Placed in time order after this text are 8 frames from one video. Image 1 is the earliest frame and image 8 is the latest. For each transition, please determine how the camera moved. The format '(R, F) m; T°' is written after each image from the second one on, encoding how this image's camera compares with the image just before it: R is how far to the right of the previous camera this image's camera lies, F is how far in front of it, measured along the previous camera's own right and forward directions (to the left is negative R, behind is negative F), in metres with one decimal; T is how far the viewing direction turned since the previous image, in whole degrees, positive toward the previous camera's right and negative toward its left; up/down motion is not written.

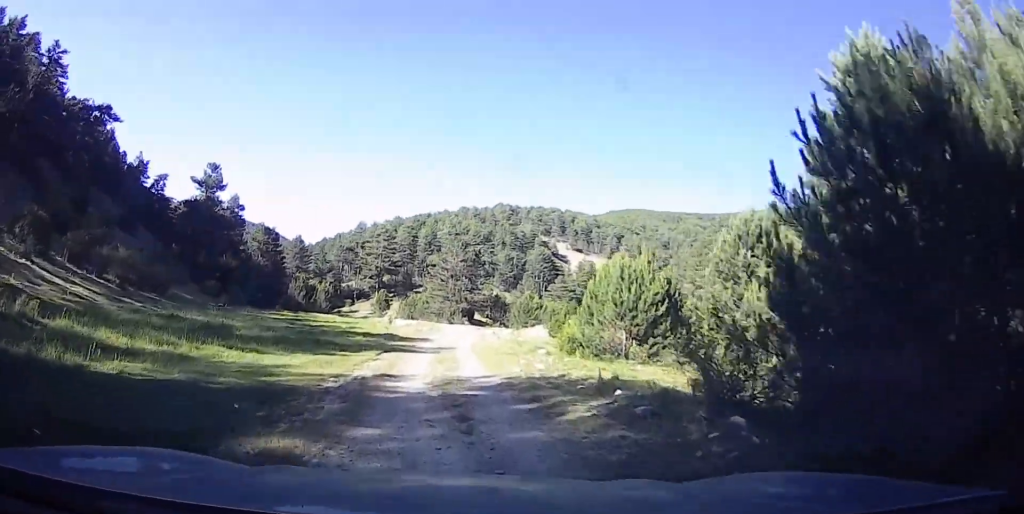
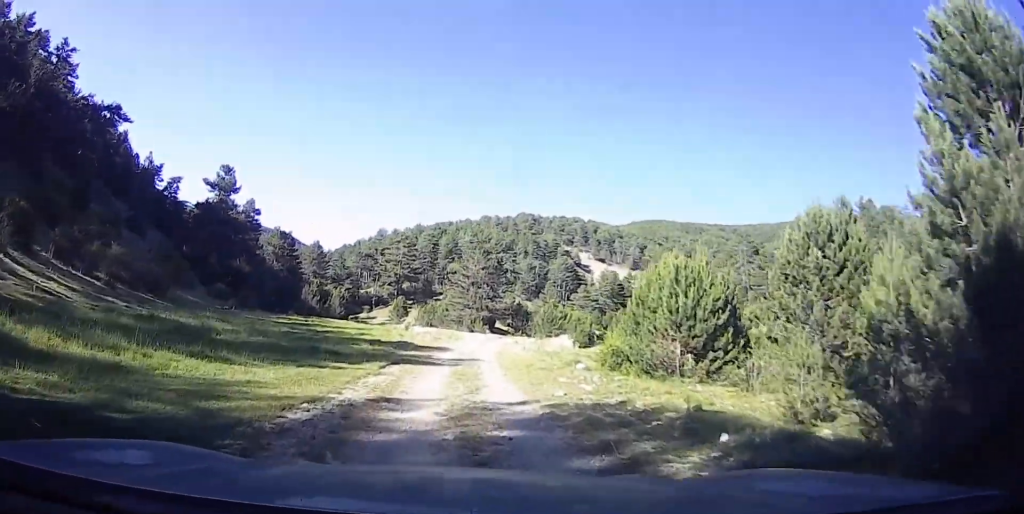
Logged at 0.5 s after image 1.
(0.0, +3.3) m; 0°
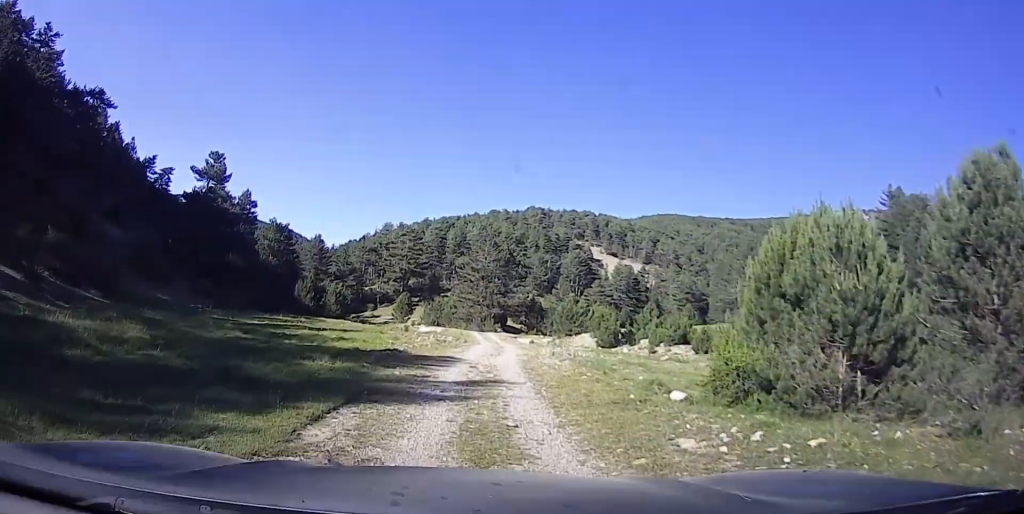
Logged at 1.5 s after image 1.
(0.0, +7.6) m; 0°
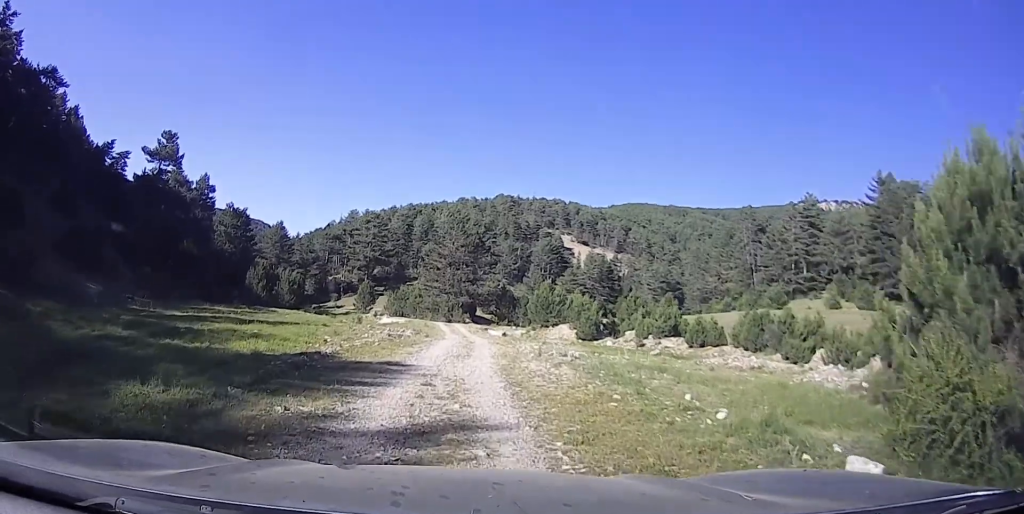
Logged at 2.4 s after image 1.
(0.0, +6.1) m; 0°
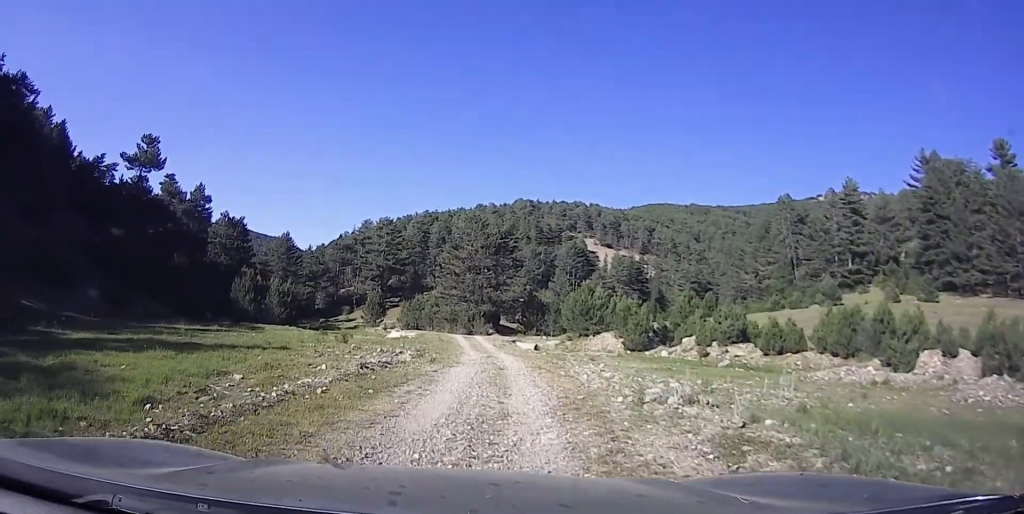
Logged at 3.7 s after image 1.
(0.0, +9.3) m; 0°
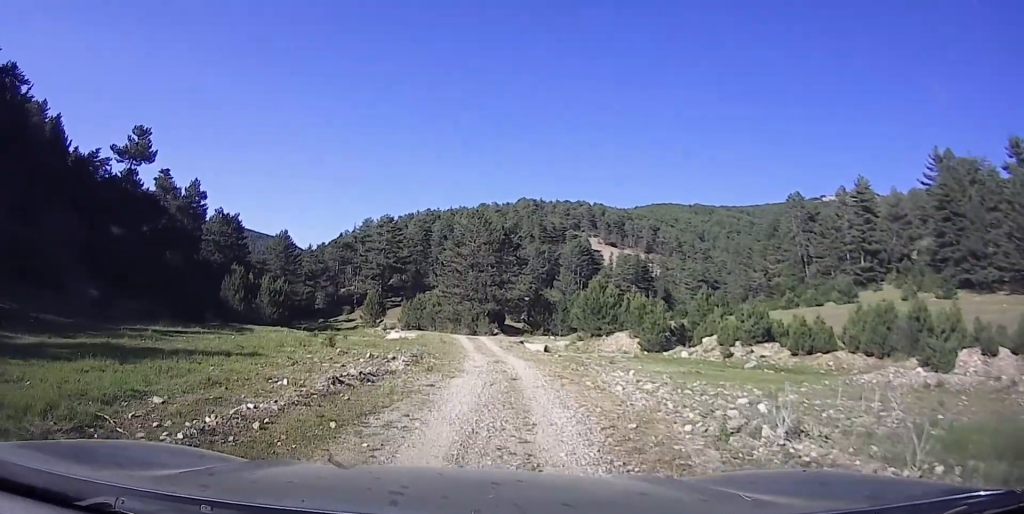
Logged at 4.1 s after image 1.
(0.0, +3.2) m; 0°
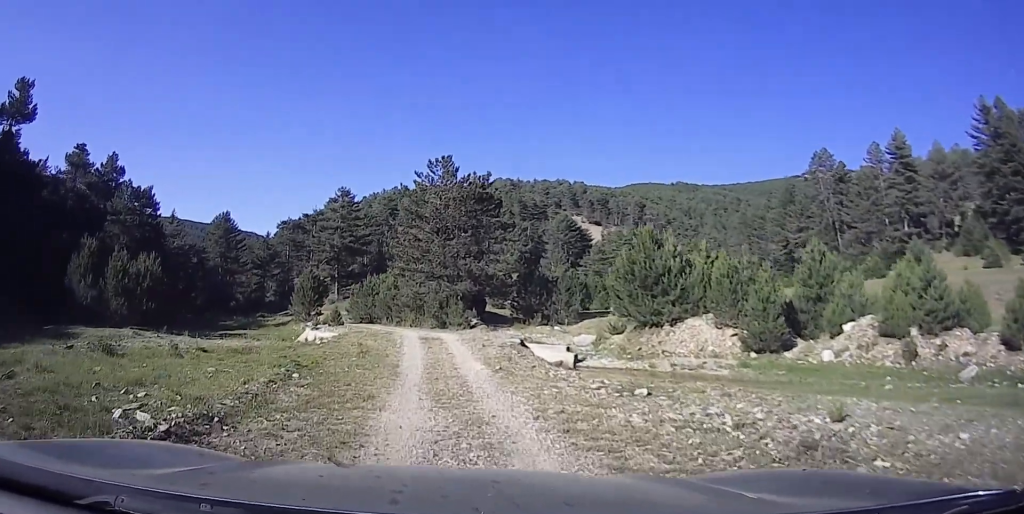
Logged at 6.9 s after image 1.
(0.0, +20.2) m; 0°
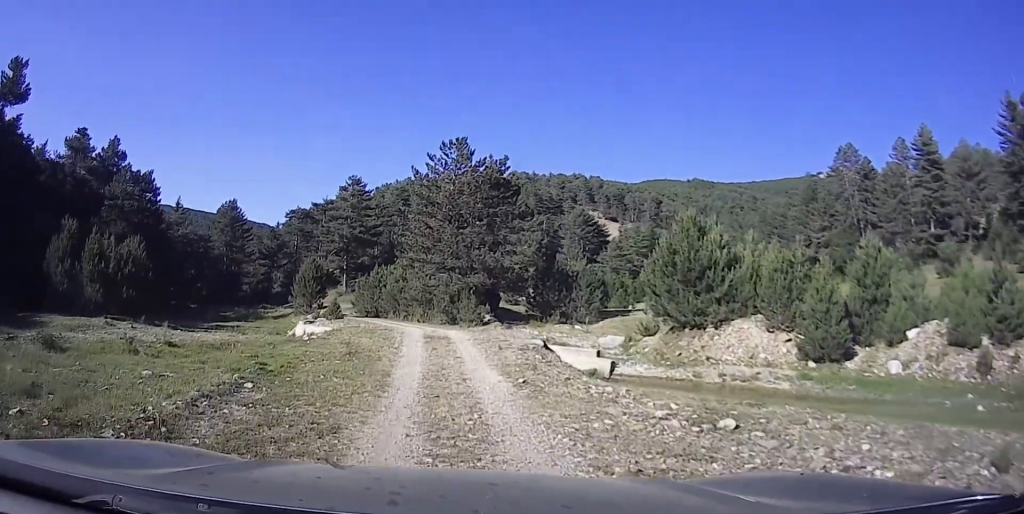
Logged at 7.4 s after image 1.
(0.0, +3.7) m; 0°
